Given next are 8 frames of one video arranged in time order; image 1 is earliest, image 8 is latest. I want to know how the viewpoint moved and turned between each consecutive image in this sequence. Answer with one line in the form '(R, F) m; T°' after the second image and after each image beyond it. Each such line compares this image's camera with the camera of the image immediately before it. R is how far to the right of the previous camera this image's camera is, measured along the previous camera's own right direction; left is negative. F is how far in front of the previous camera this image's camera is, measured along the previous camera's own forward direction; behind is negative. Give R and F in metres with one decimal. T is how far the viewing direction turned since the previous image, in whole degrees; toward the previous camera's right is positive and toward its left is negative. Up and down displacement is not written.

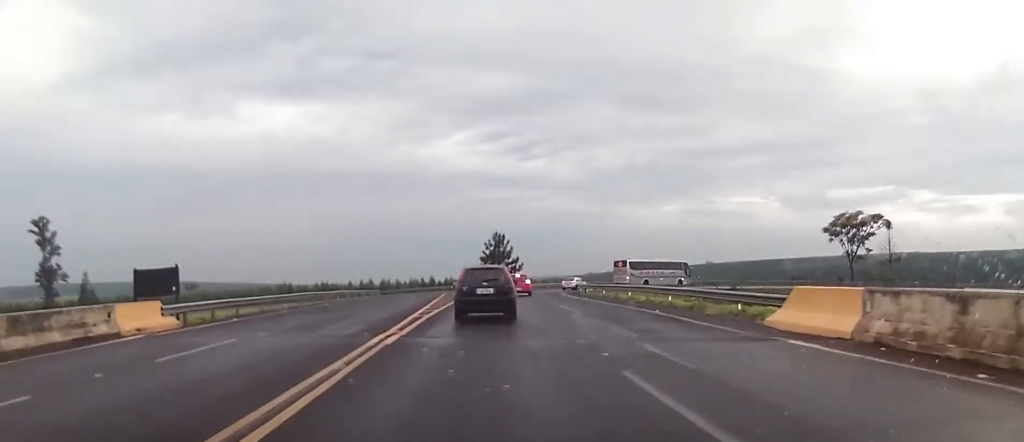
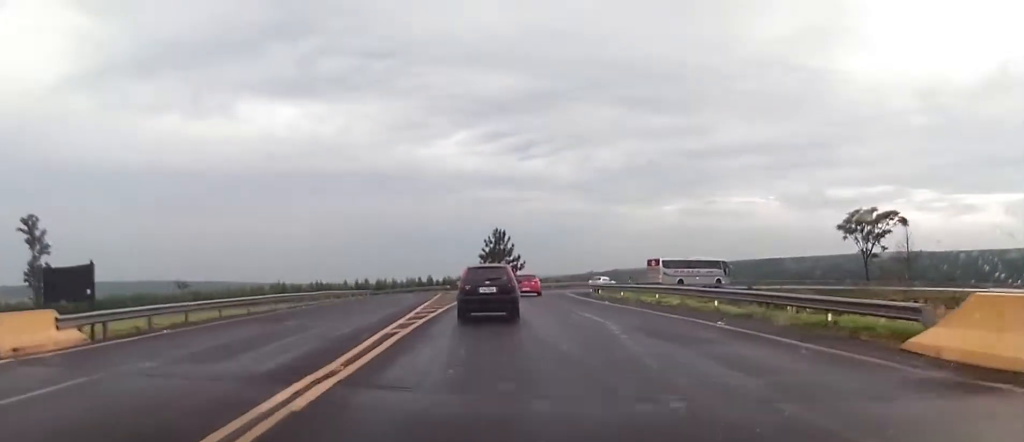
(0.0, +6.1) m; 0°
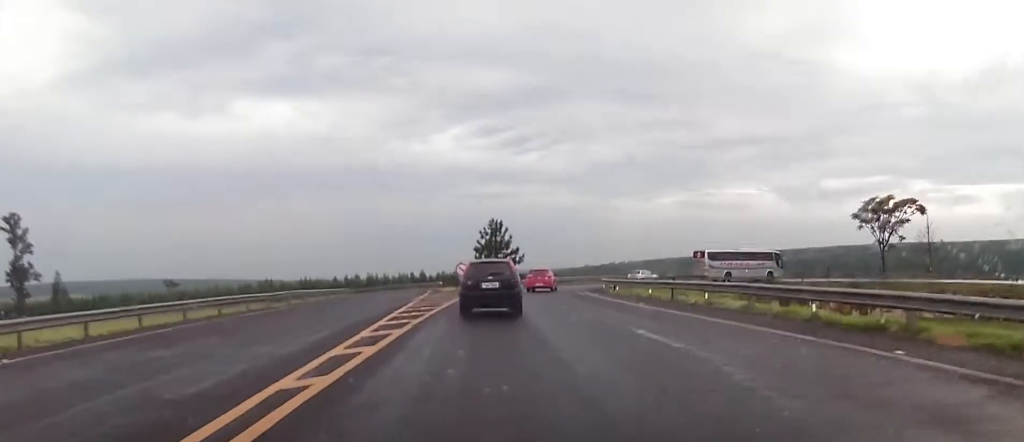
(+0.2, +7.7) m; 0°
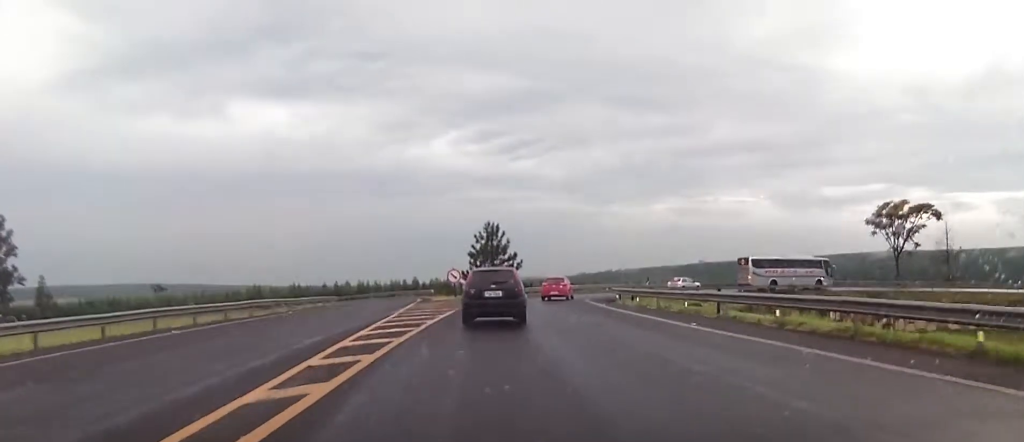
(-0.1, +6.5) m; +1°
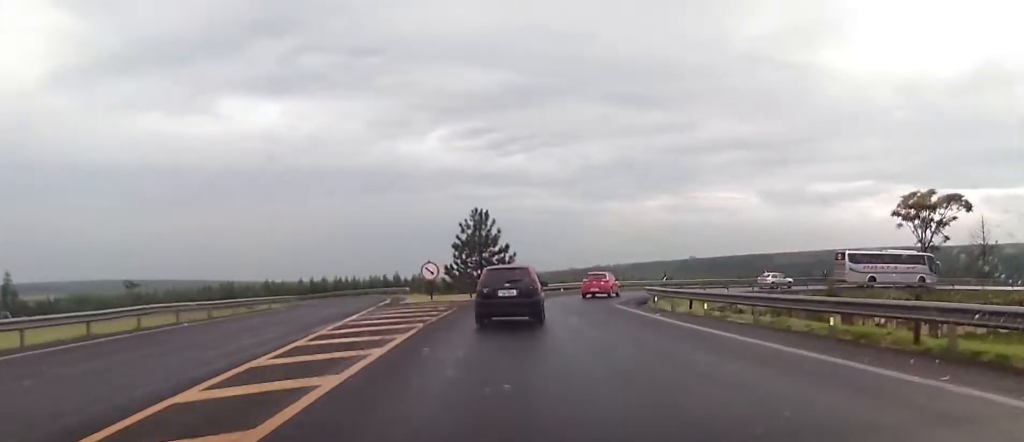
(+0.2, +12.1) m; +3°
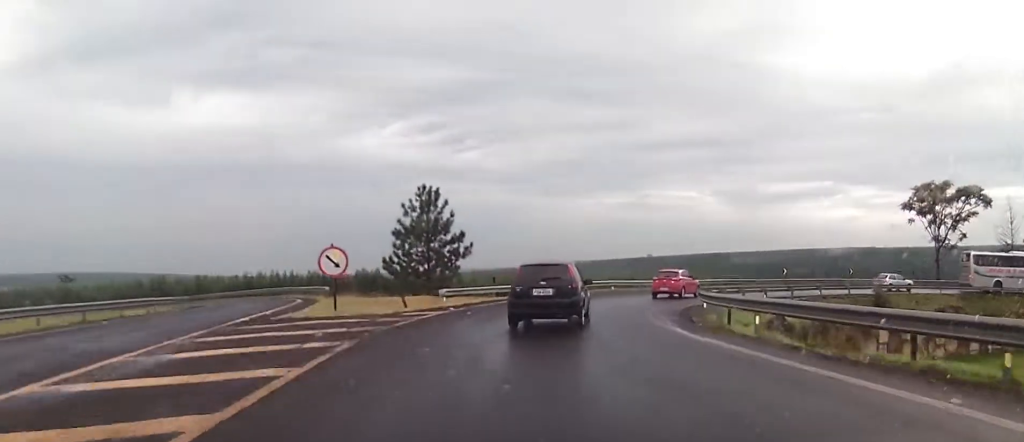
(+0.4, +15.2) m; +3°
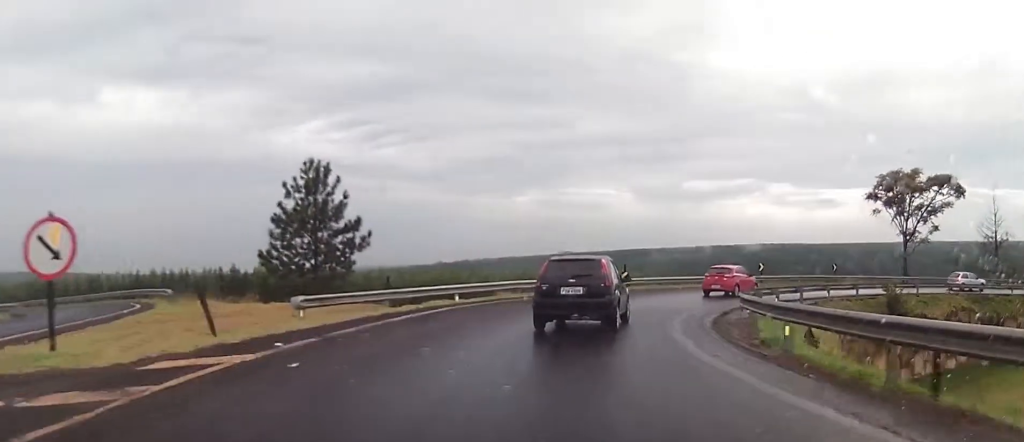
(+0.3, +11.6) m; +9°
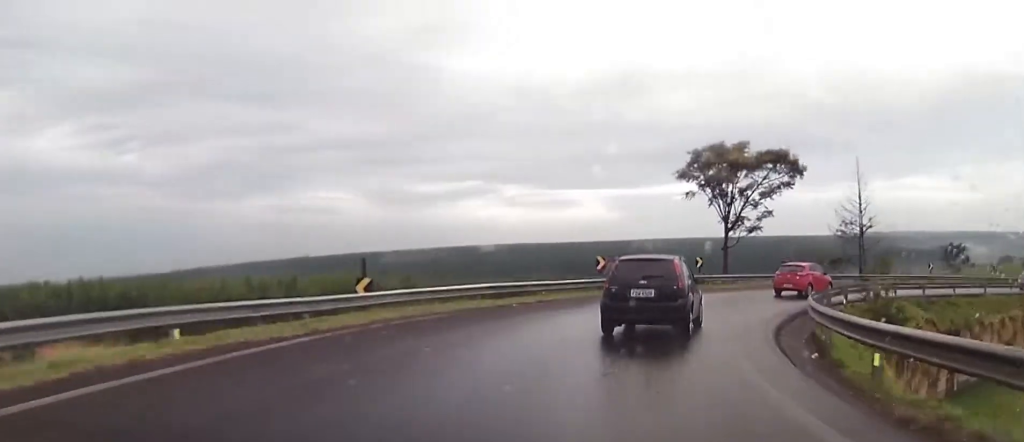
(+4.3, +20.1) m; +22°
